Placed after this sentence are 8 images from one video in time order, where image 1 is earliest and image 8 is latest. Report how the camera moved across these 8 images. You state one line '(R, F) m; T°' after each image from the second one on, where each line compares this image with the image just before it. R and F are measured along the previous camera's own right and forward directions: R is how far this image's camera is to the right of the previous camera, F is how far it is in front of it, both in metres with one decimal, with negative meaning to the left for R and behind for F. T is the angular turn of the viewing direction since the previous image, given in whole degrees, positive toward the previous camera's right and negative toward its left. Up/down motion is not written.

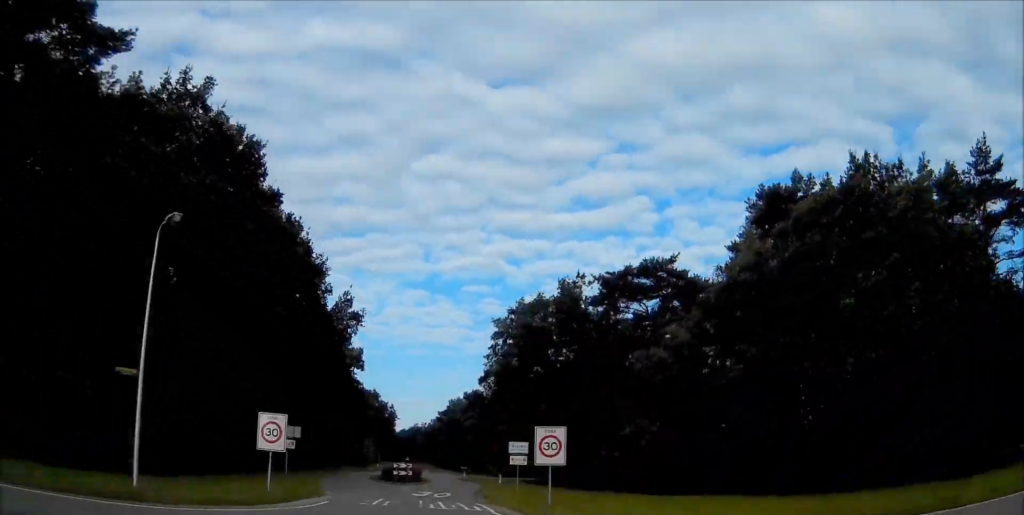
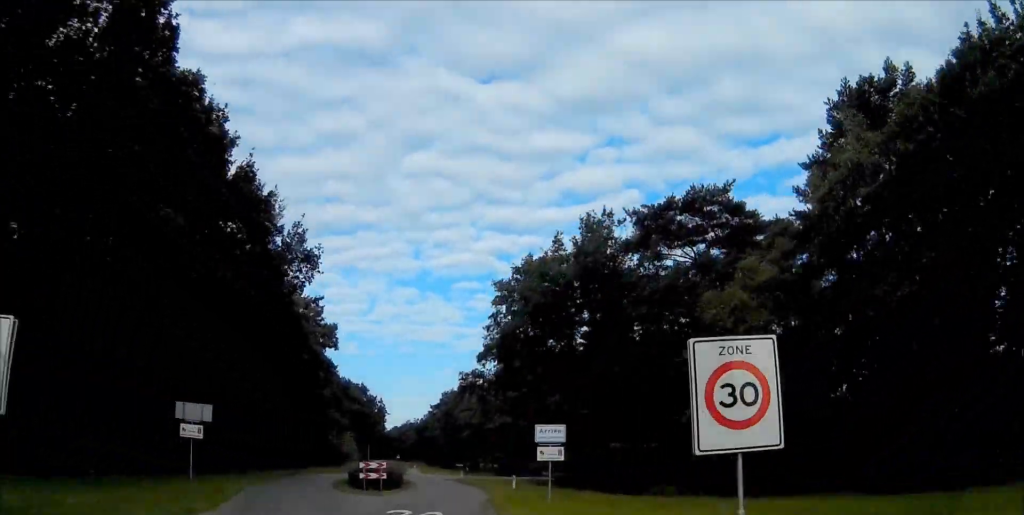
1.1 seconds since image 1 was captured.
(+0.2, +13.9) m; 0°
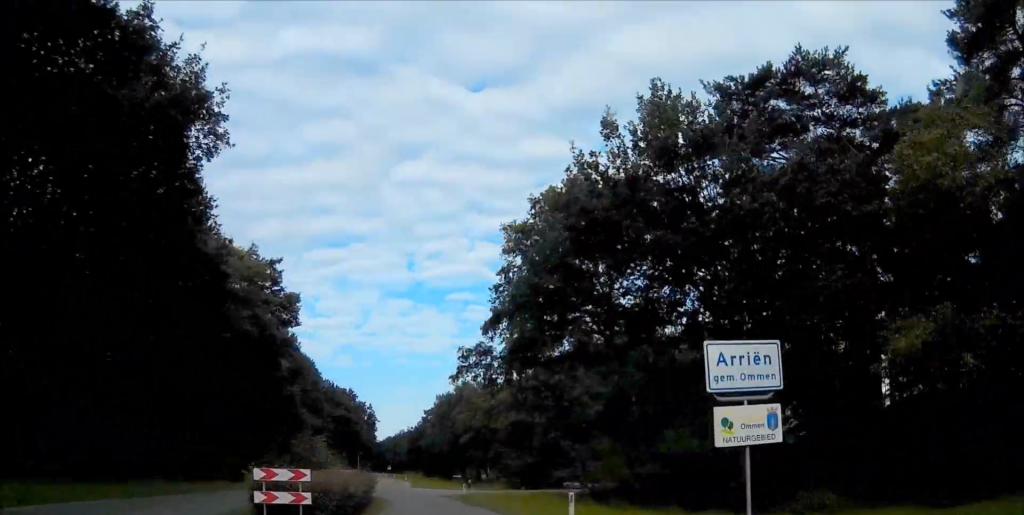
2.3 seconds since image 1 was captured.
(+0.2, +15.6) m; 0°
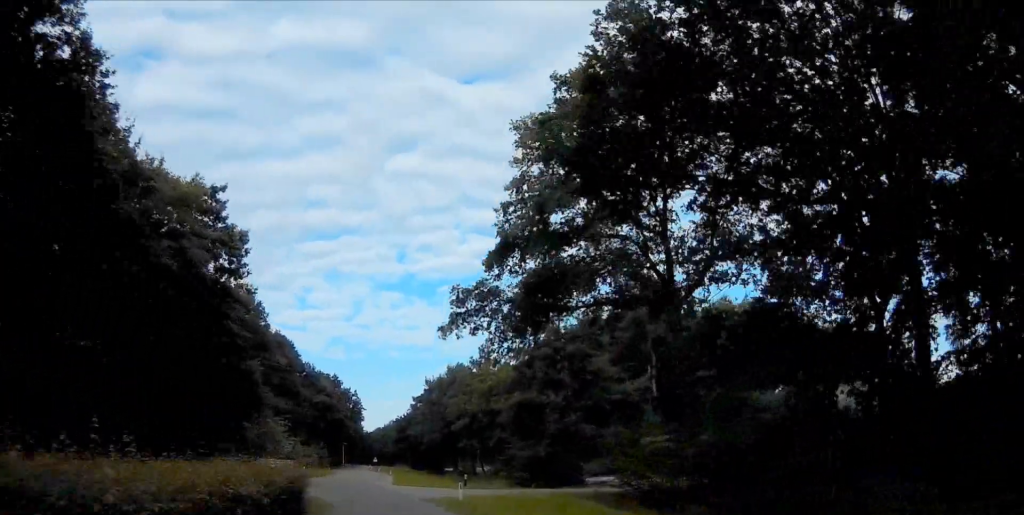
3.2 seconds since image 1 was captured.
(-0.1, +12.2) m; -1°
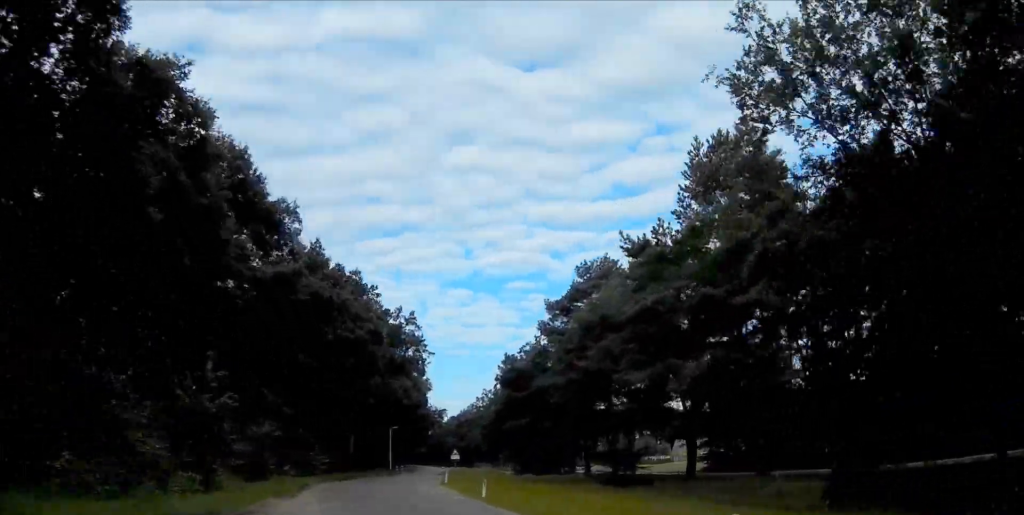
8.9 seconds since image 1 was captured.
(-1.8, +76.1) m; -2°
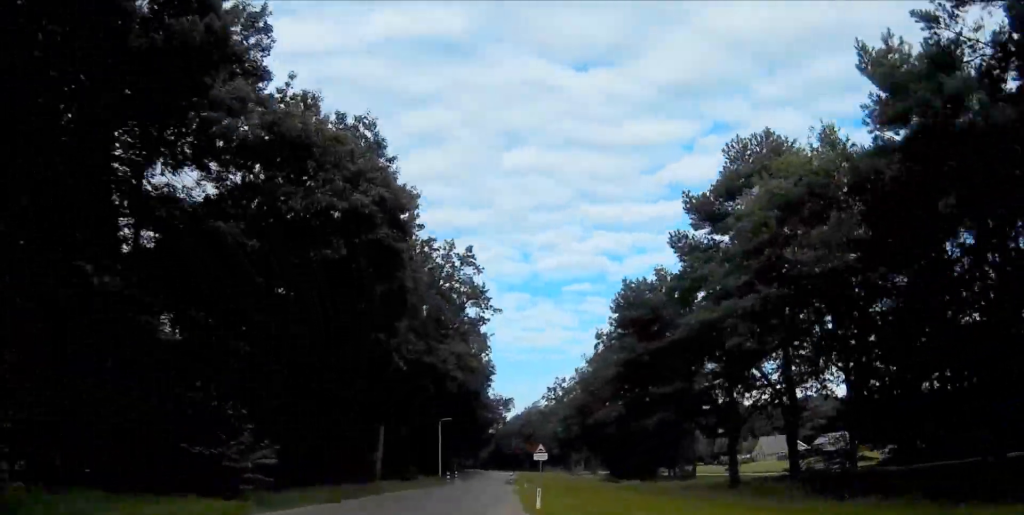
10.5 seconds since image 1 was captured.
(-0.3, +21.2) m; -1°
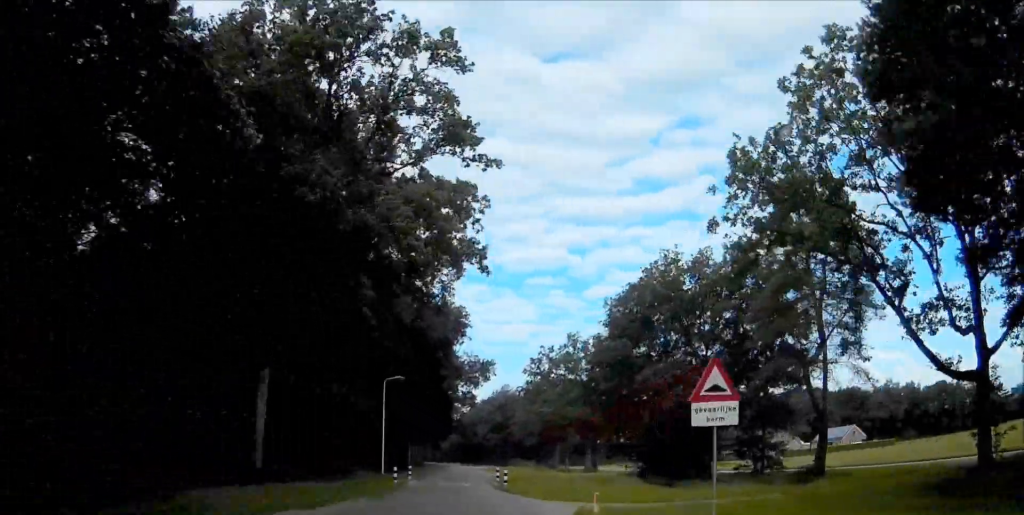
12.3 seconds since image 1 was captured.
(-0.2, +22.6) m; -1°
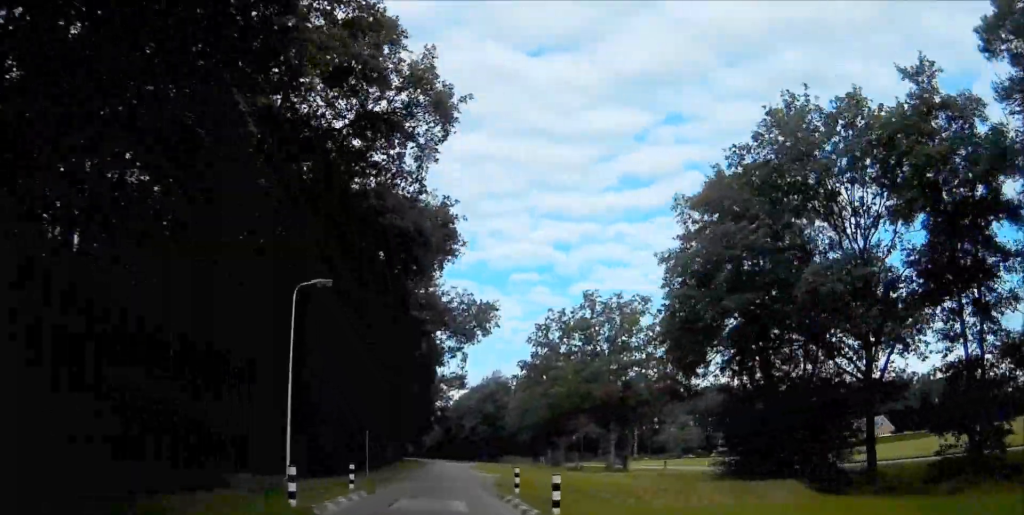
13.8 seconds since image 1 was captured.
(+0.1, +17.6) m; -1°
